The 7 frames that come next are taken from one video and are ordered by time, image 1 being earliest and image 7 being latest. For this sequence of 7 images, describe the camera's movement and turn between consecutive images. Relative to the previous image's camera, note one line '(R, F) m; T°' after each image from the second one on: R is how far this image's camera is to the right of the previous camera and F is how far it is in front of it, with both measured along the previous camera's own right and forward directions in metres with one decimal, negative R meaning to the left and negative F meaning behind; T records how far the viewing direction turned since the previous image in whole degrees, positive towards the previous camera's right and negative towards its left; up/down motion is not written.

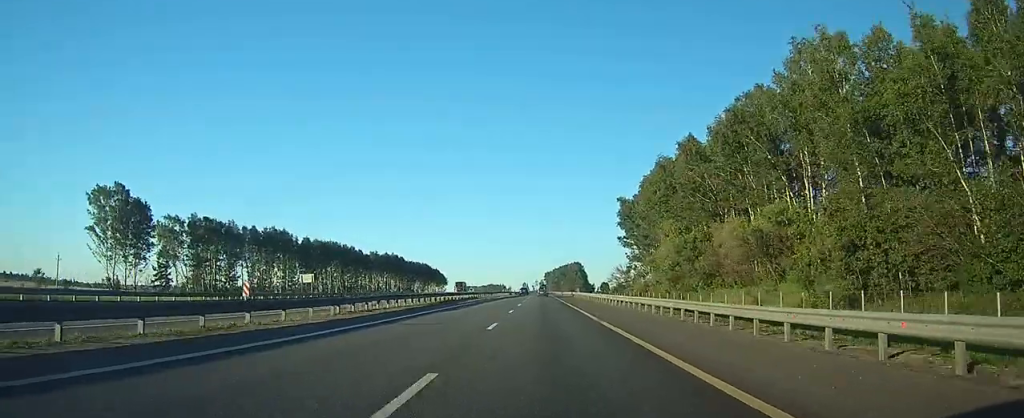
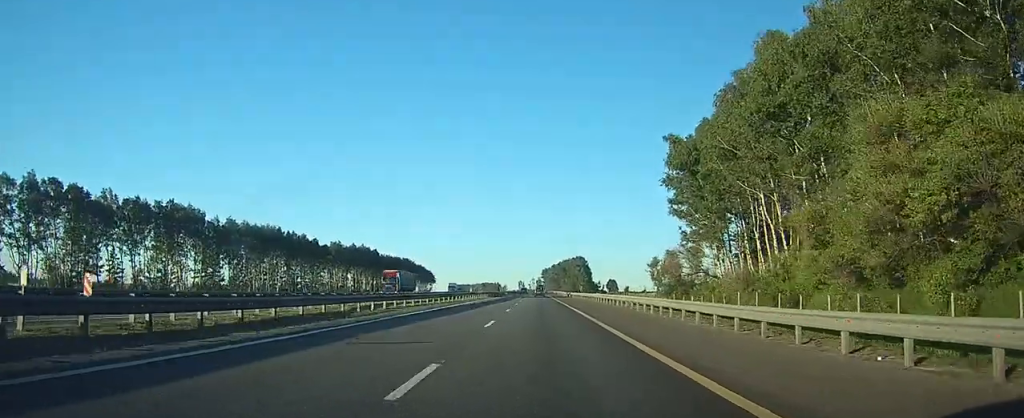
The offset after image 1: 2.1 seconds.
(-0.2, +45.3) m; 0°
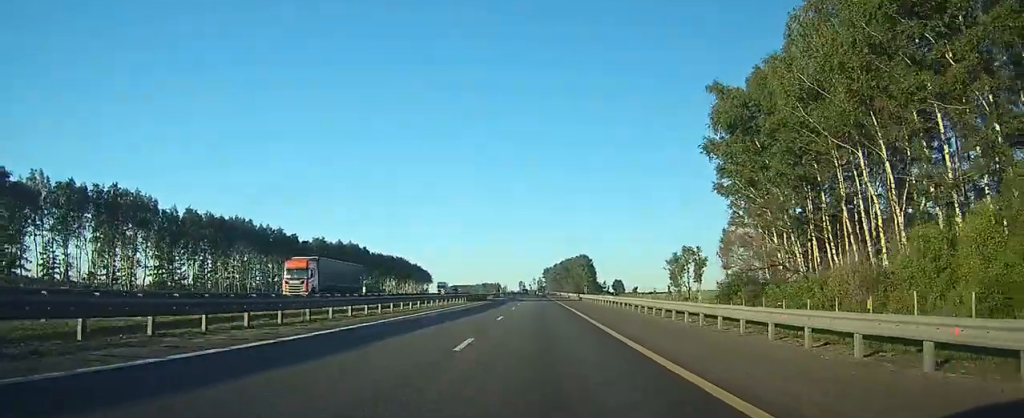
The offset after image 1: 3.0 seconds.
(0.0, +18.0) m; 0°
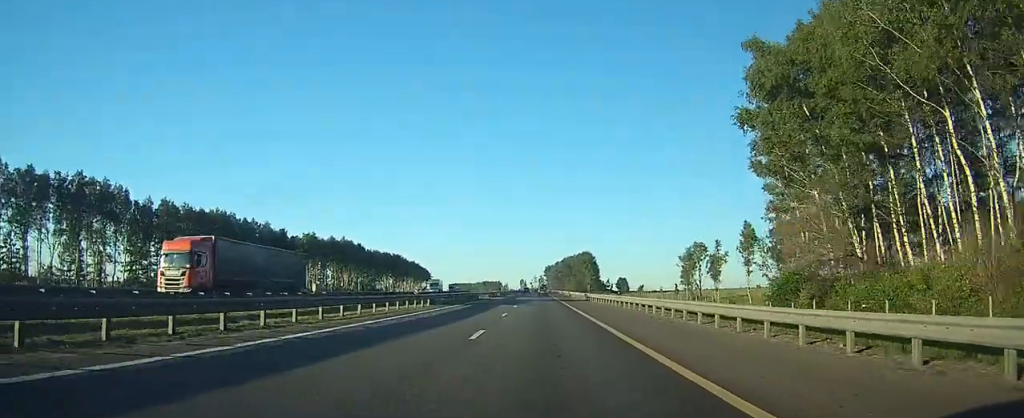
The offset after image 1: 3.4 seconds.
(0.0, +9.4) m; 0°
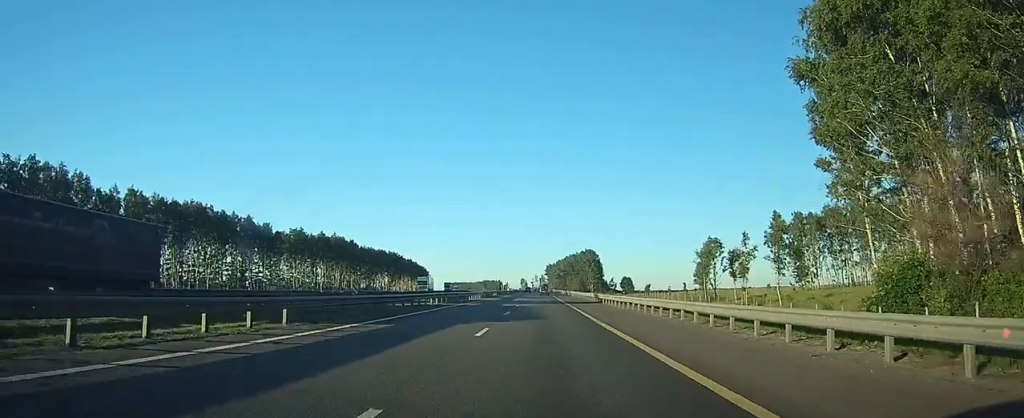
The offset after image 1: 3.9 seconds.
(0.0, +11.0) m; 0°
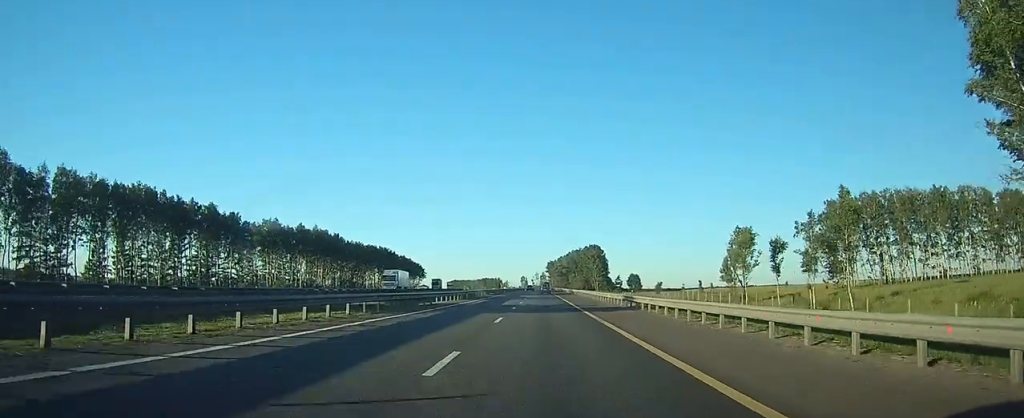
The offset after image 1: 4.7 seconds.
(-0.1, +18.4) m; 0°
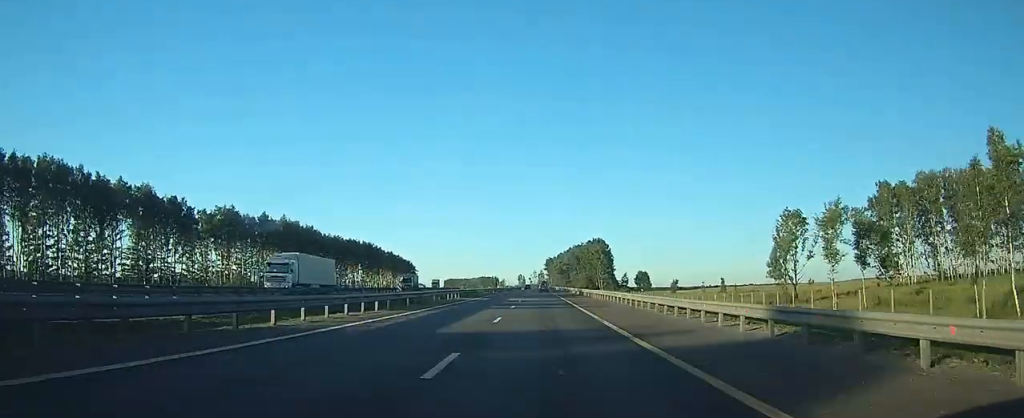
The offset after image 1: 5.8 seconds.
(0.0, +23.8) m; 0°
